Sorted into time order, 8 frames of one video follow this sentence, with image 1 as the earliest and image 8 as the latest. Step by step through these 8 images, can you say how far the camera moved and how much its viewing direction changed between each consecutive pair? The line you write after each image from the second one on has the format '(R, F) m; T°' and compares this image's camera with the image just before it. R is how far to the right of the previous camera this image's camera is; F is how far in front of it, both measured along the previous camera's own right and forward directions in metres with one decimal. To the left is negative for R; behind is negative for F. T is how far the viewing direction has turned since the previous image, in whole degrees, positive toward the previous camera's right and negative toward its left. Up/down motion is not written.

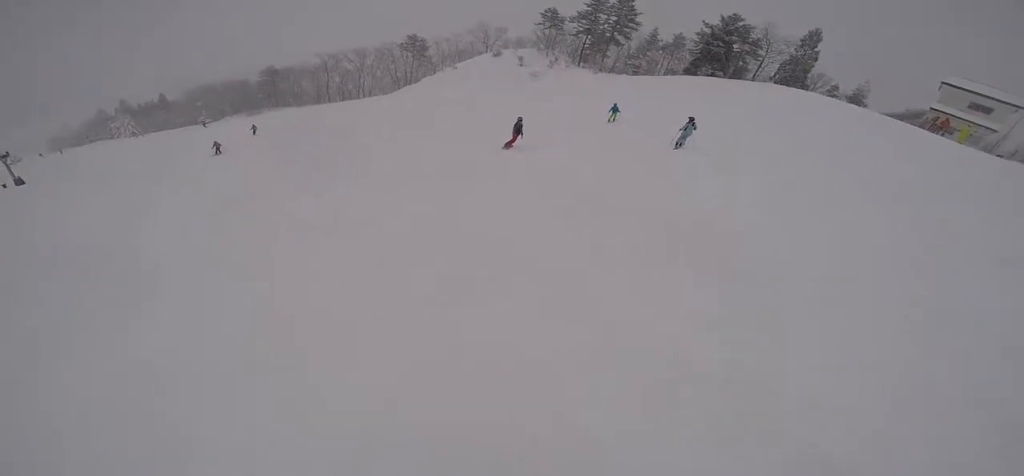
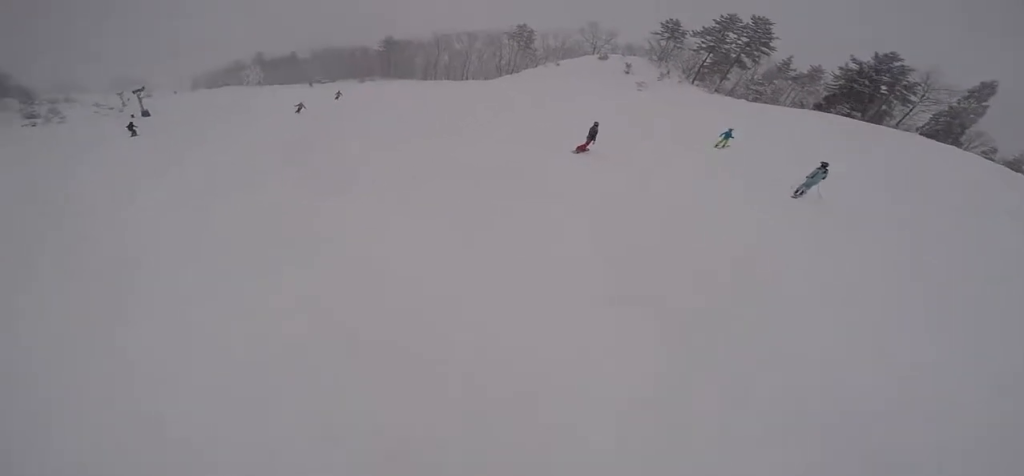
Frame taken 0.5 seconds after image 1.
(-0.5, +2.2) m; -13°
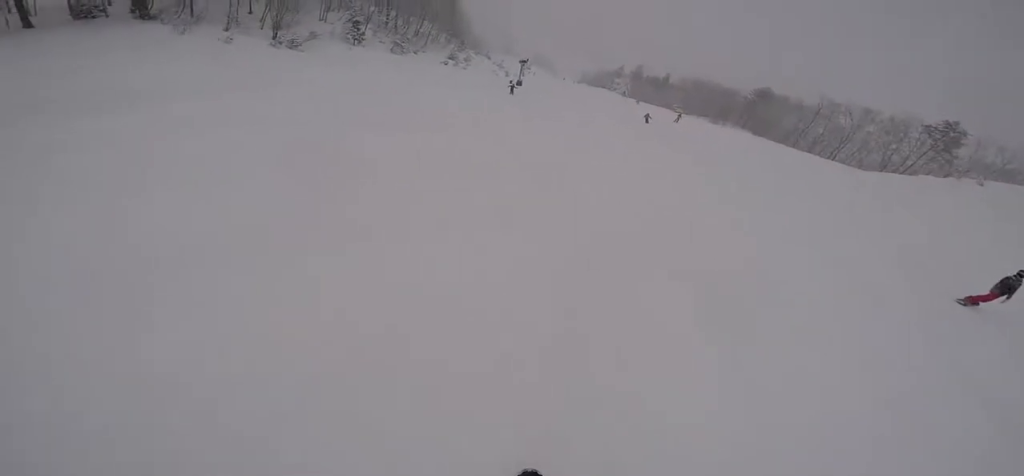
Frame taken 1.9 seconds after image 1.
(-1.8, +6.6) m; -14°
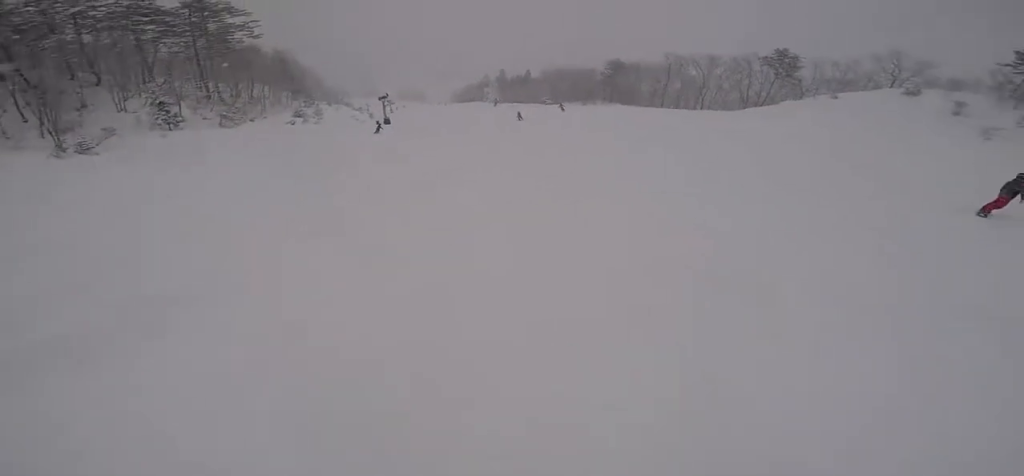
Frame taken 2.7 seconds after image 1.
(+0.1, +4.6) m; +7°
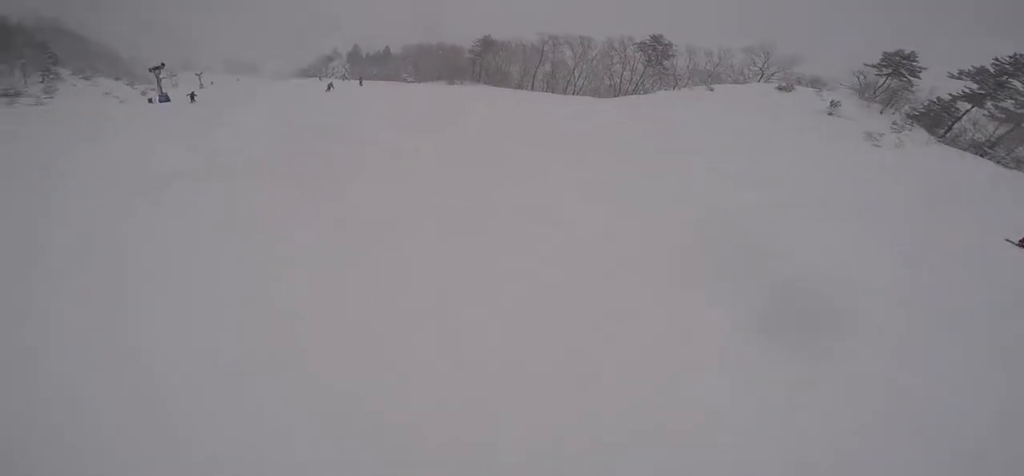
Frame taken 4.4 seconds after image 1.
(+1.2, +10.3) m; -2°
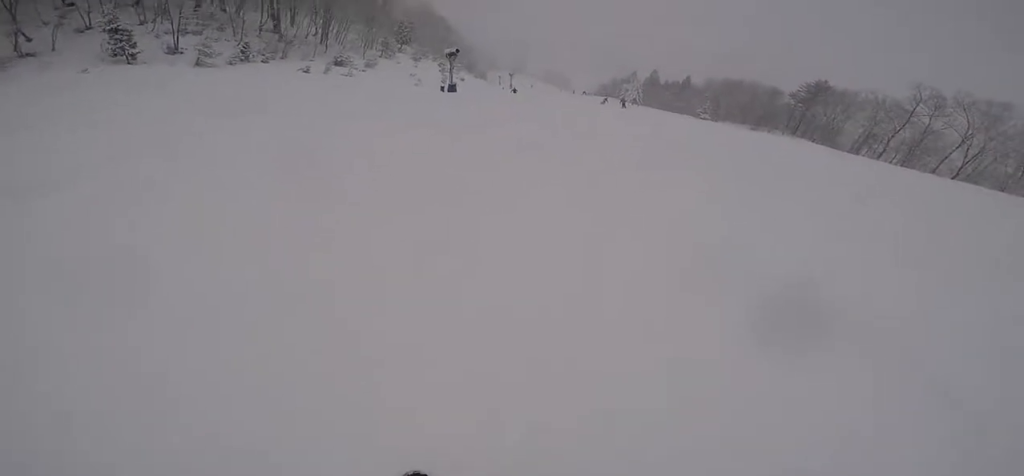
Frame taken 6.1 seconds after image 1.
(-3.3, +9.8) m; -19°
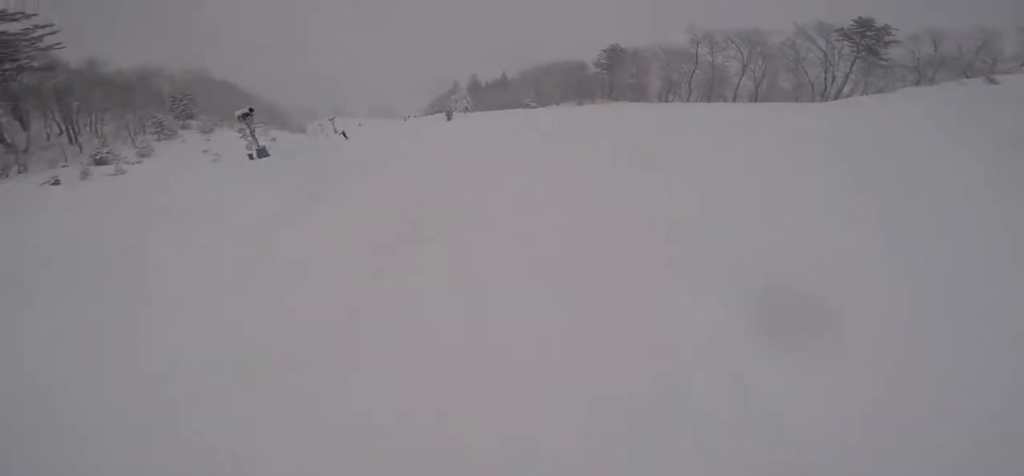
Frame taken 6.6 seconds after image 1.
(+0.4, +3.1) m; +5°
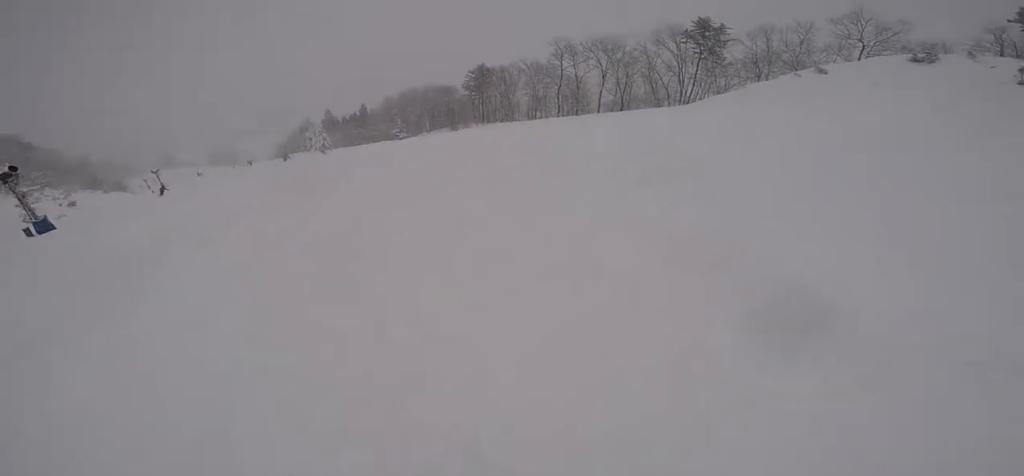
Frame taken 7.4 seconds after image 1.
(+0.4, +4.4) m; +7°
